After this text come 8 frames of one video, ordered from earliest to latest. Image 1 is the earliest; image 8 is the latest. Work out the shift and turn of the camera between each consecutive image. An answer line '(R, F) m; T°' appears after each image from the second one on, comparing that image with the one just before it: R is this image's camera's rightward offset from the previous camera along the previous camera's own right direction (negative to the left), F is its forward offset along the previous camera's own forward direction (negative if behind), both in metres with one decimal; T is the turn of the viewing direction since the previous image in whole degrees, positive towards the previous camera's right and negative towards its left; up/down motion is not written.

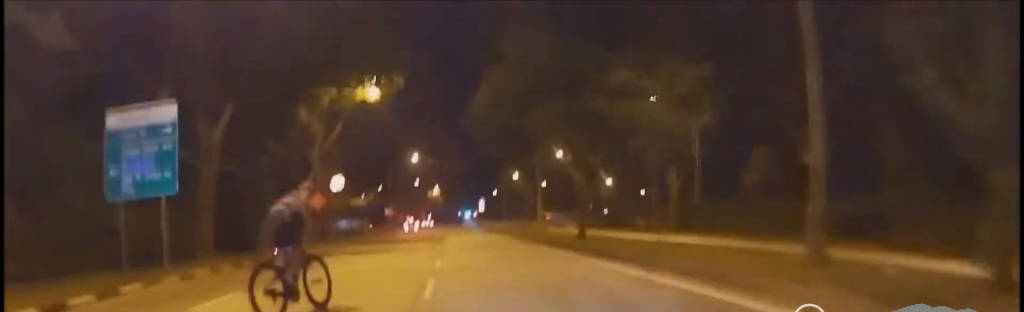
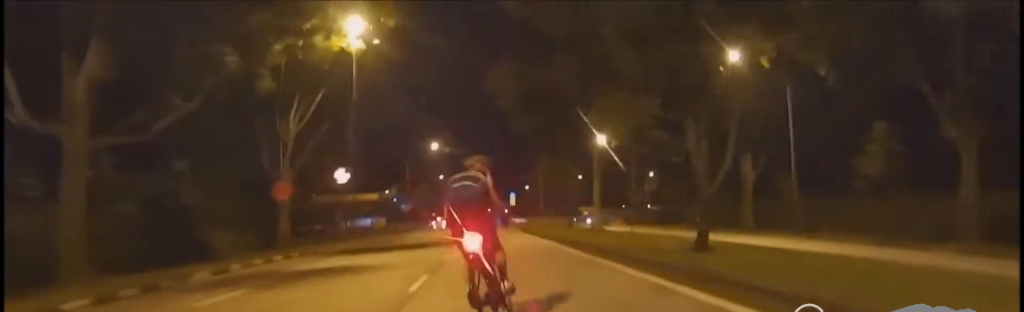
(-2.0, +9.7) m; -11°
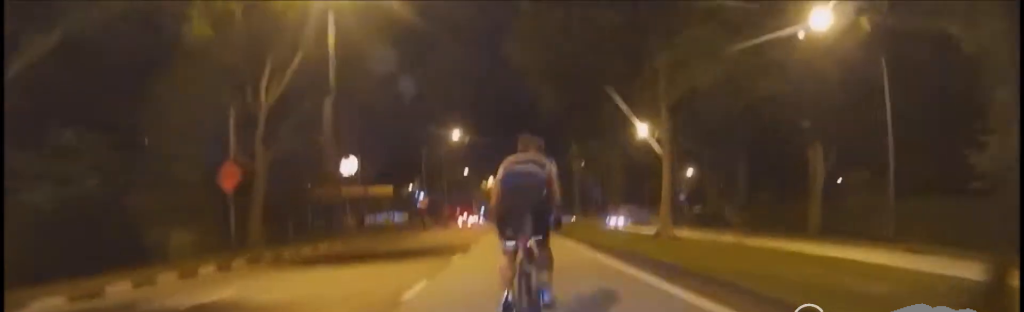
(+0.2, +6.8) m; +5°
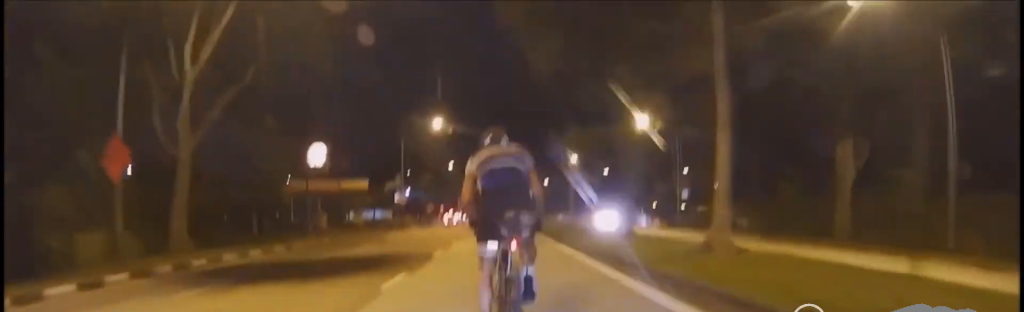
(+0.5, +5.3) m; +6°
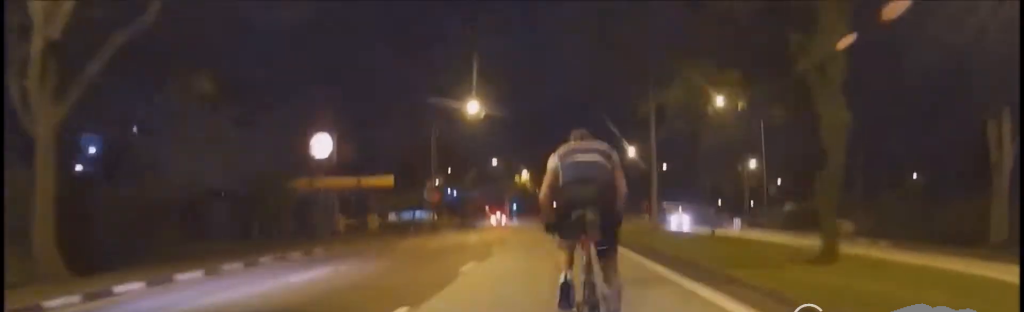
(0.0, +9.6) m; -1°
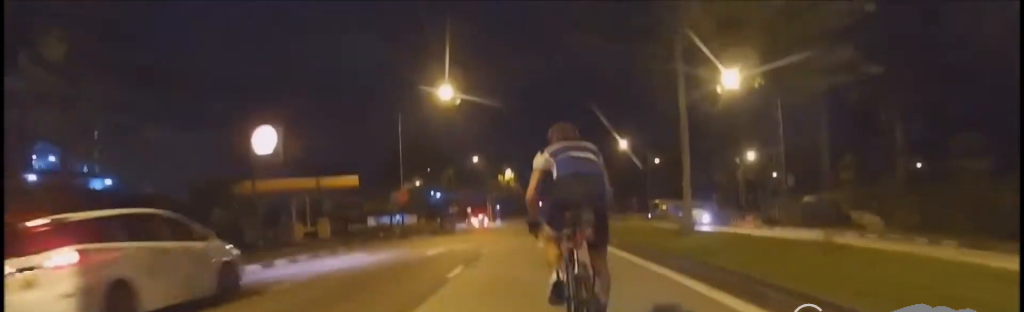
(+0.1, +6.3) m; -6°
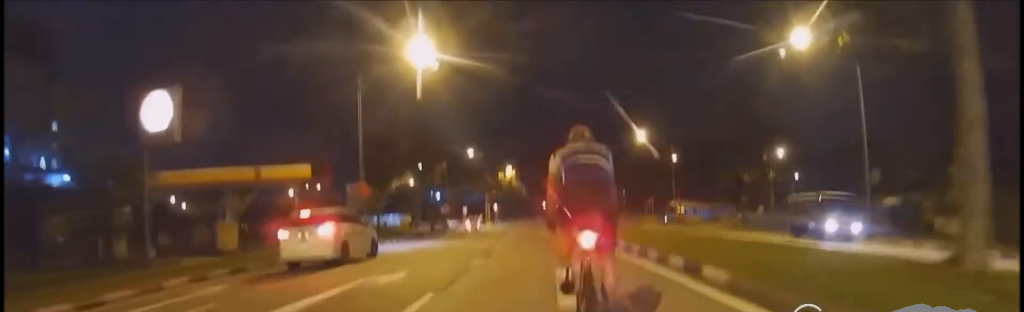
(-1.5, +10.2) m; -4°
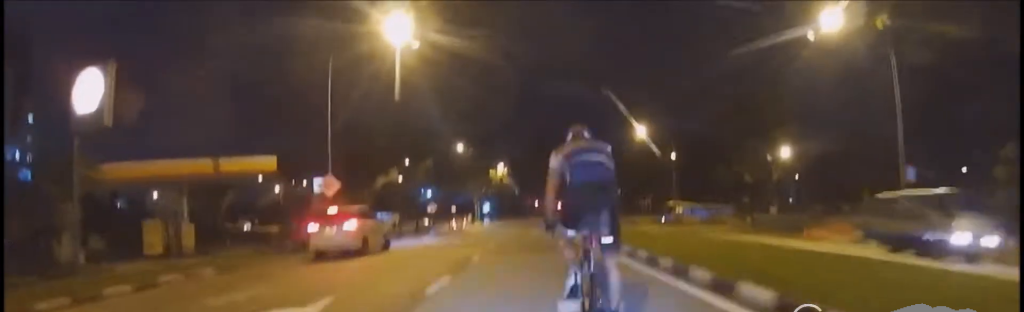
(+0.4, +3.6) m; 0°
